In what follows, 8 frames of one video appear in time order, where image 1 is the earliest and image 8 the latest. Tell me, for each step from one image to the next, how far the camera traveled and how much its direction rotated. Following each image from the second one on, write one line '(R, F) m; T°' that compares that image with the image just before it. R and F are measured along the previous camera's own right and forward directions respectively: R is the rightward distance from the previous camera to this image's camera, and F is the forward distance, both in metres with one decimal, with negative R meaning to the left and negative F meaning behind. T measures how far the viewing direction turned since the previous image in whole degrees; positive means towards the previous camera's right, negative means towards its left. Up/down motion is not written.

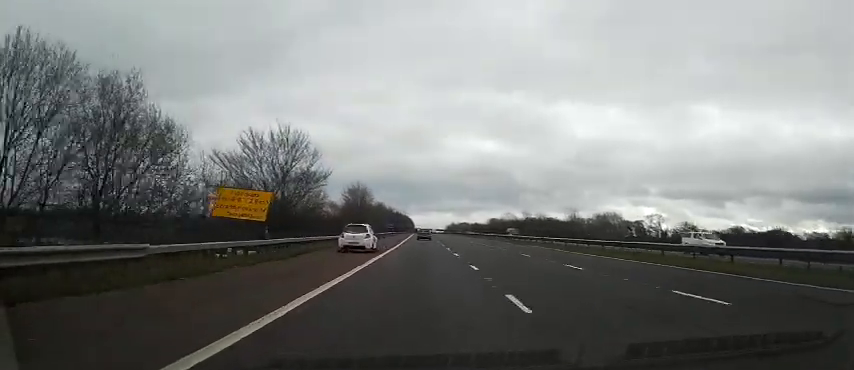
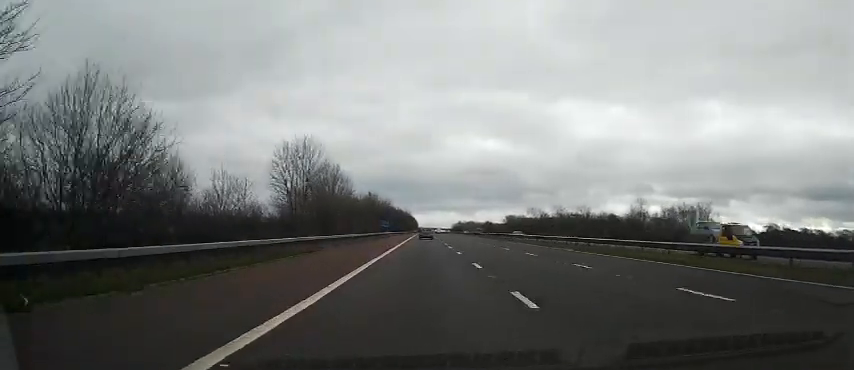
(-0.5, +34.7) m; -1°
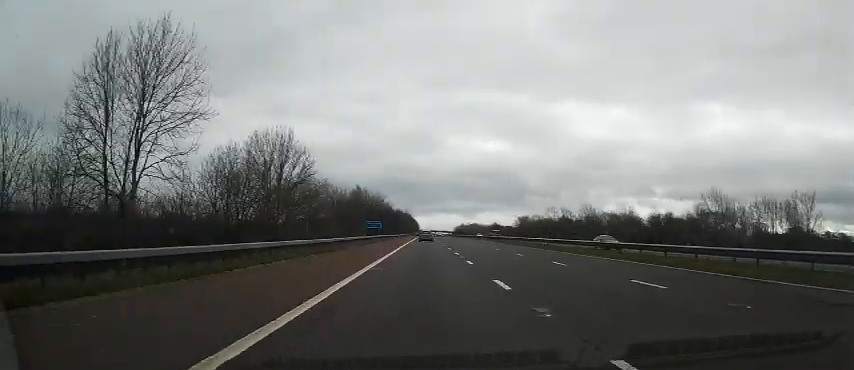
(0.0, +23.4) m; 0°
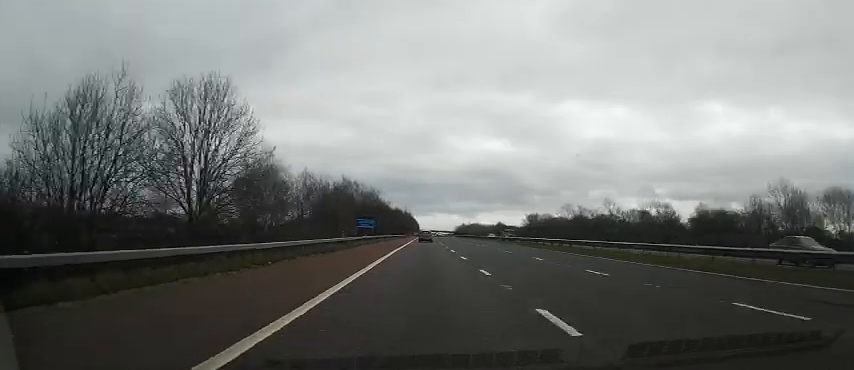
(0.0, +14.1) m; 0°
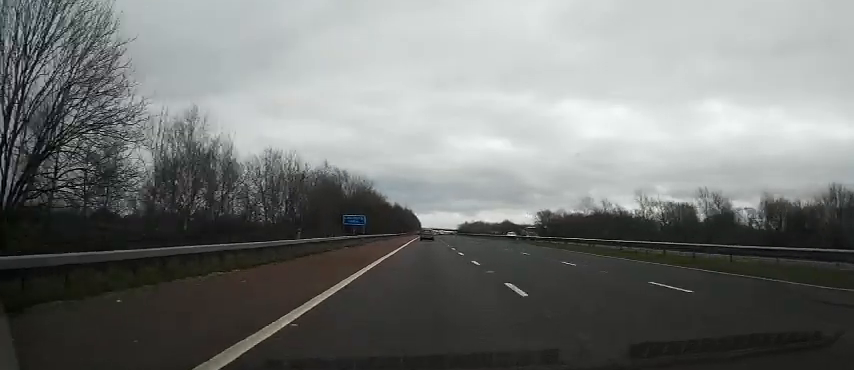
(0.0, +14.1) m; 0°
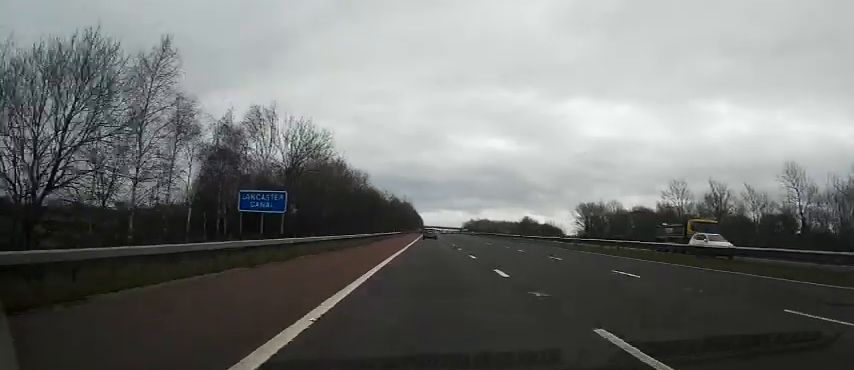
(0.0, +38.7) m; 0°
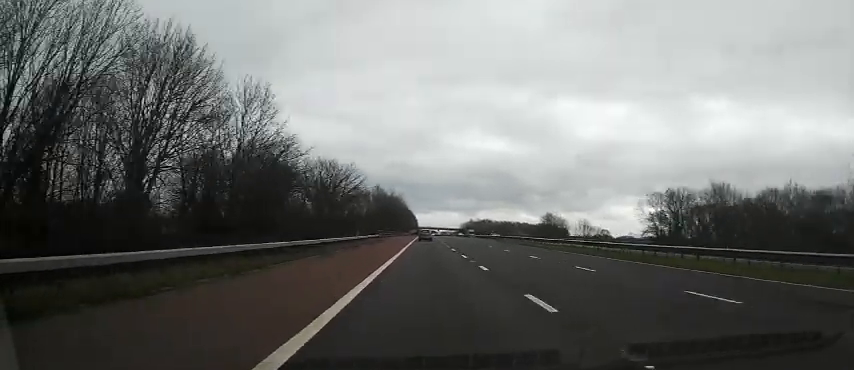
(0.0, +41.8) m; +1°
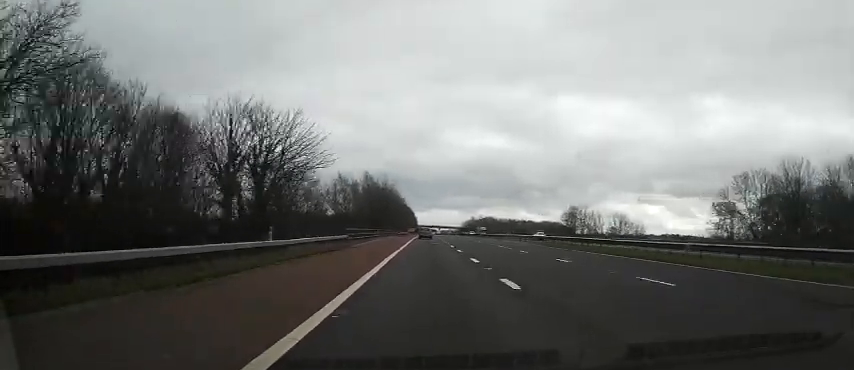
(+0.4, +24.7) m; 0°
